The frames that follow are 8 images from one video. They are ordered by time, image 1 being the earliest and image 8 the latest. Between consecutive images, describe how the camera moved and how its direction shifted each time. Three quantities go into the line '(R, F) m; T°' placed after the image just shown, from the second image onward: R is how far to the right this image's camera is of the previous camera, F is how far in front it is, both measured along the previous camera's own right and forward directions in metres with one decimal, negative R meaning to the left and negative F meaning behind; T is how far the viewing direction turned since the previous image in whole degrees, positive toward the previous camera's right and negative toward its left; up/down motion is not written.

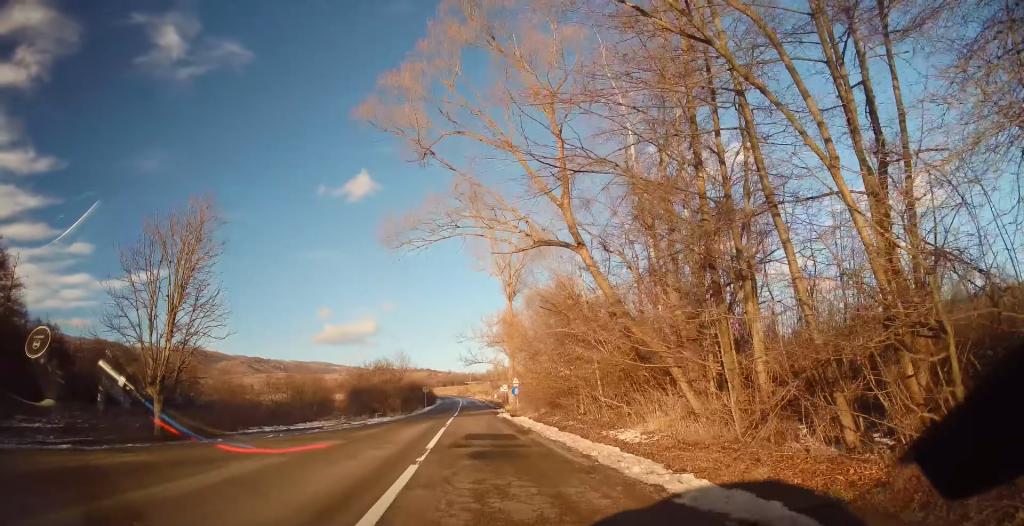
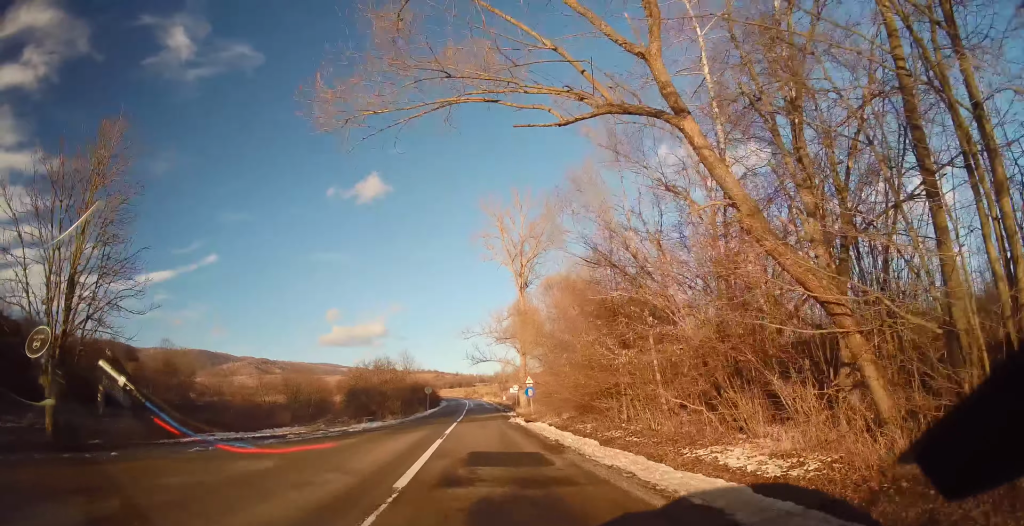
(+0.2, +7.0) m; +2°
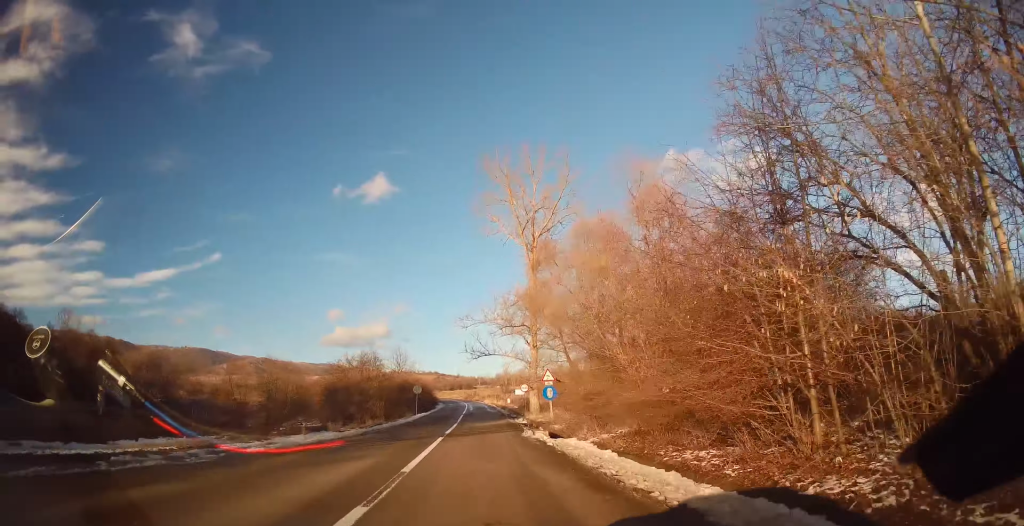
(-0.2, +11.6) m; -3°
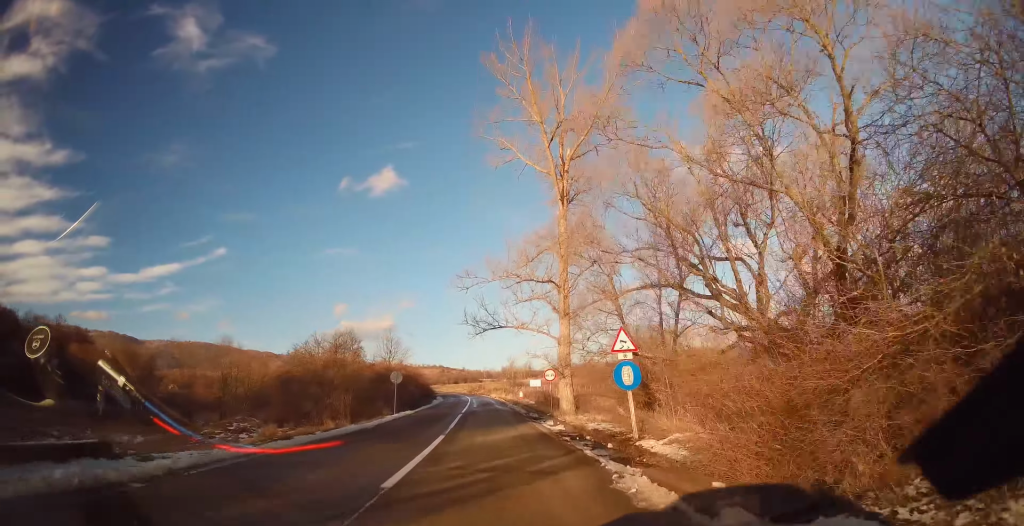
(-0.2, +15.3) m; 0°
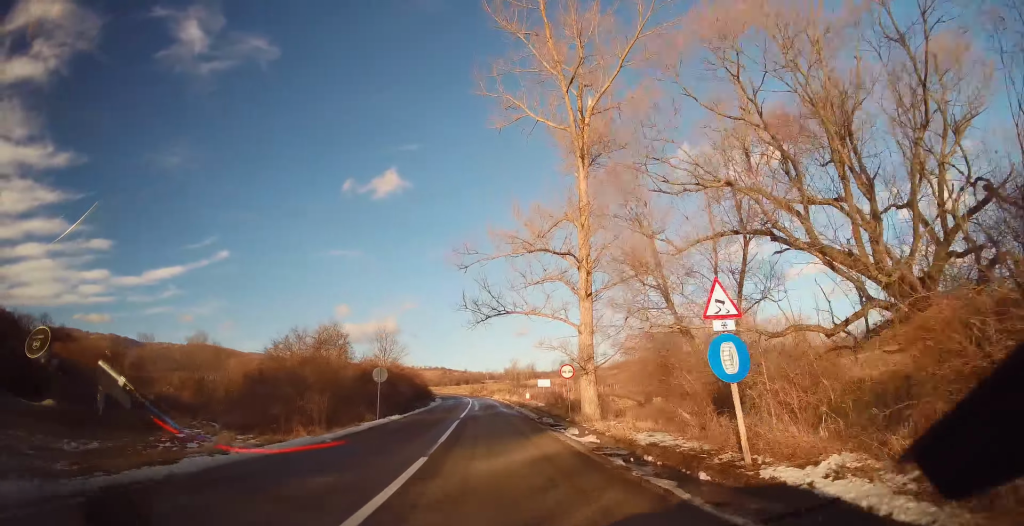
(+0.1, +6.7) m; 0°
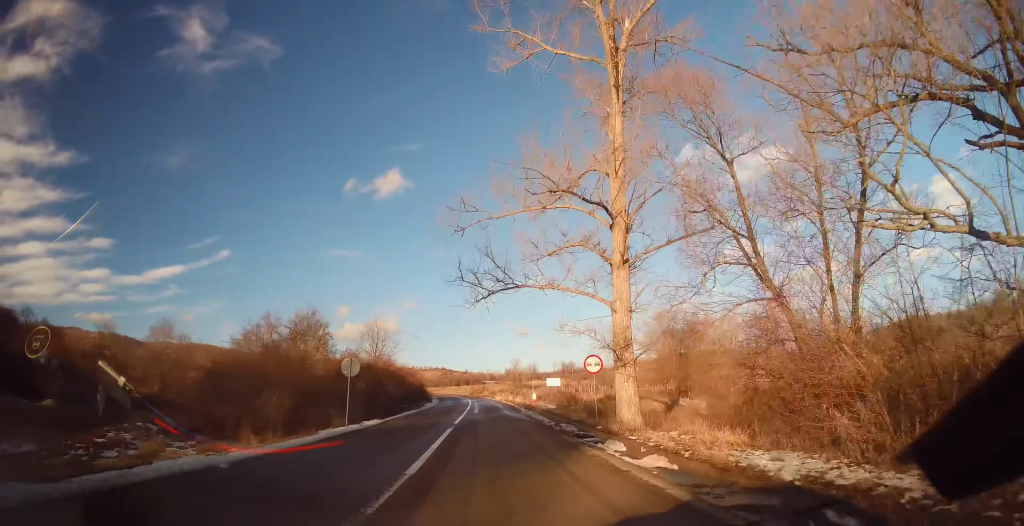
(0.0, +7.1) m; 0°
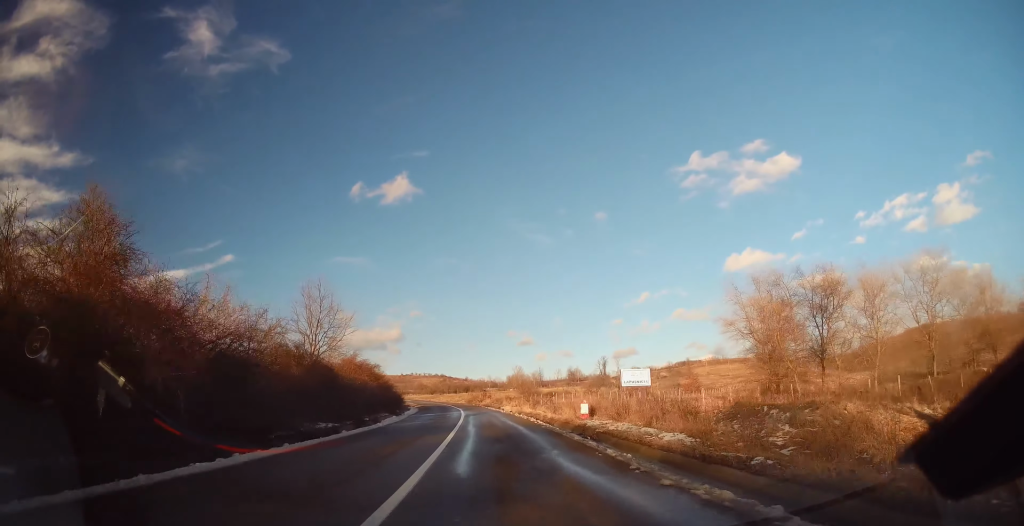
(-0.3, +26.2) m; -1°
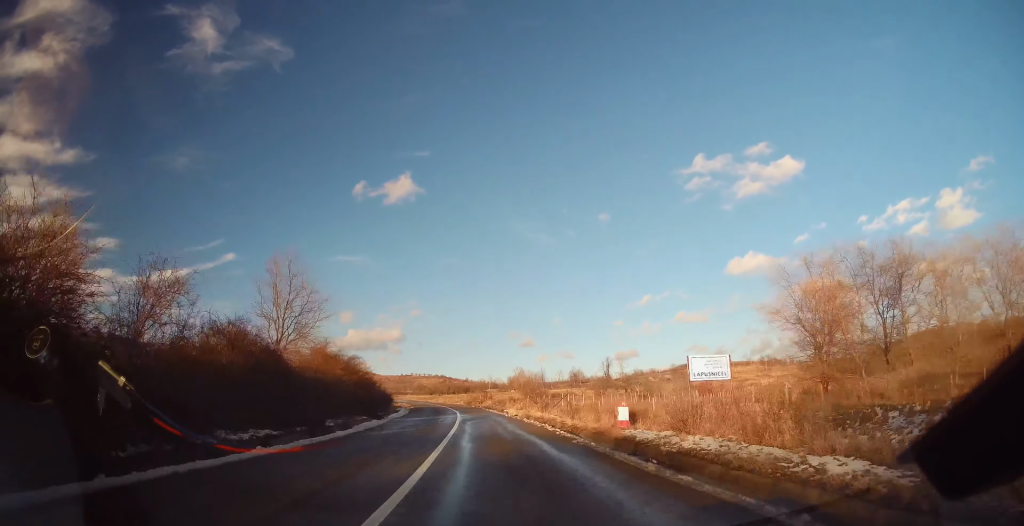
(0.0, +7.6) m; 0°
